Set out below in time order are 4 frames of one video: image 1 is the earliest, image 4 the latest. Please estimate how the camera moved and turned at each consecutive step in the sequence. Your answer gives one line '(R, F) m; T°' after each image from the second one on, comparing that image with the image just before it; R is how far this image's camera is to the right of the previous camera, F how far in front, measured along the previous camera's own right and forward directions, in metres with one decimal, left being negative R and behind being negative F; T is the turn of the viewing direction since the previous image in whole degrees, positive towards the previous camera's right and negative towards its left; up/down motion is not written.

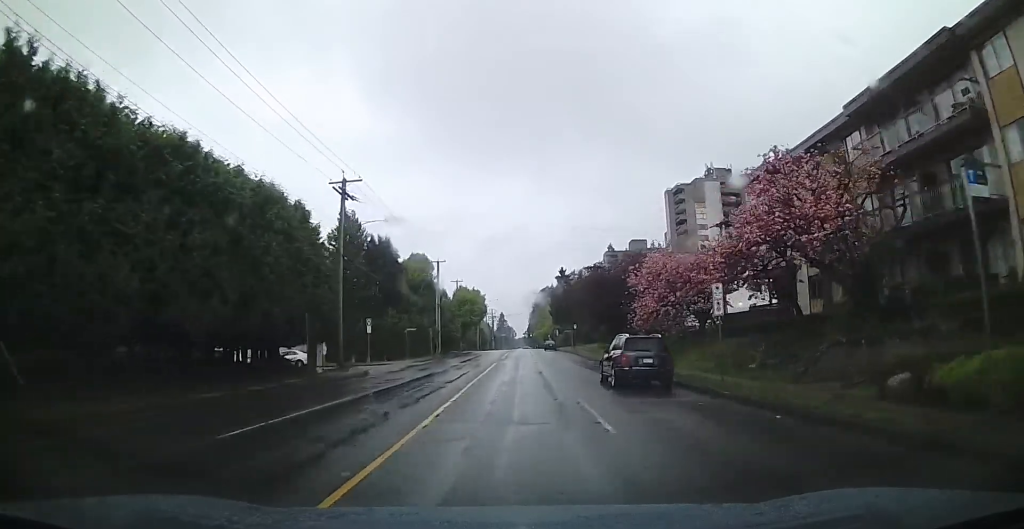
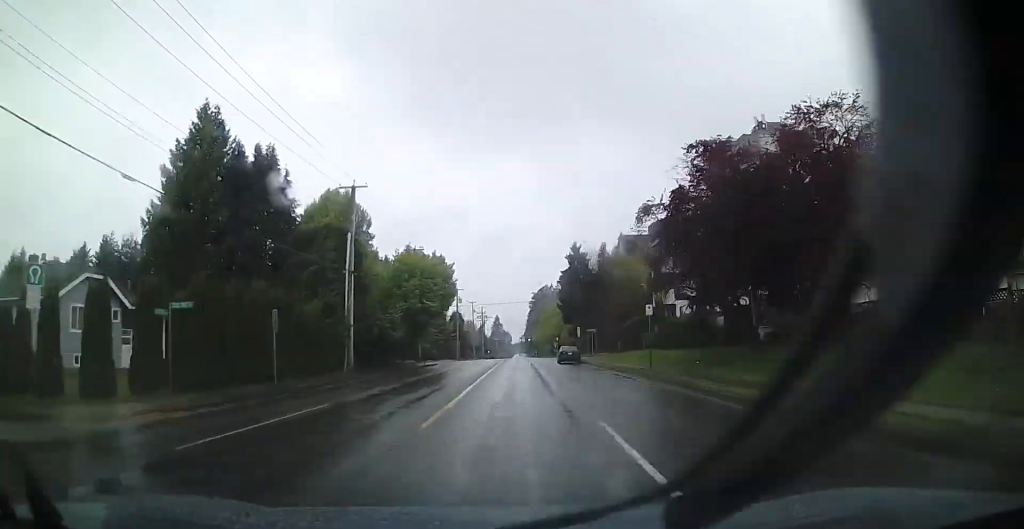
(-0.6, +37.2) m; -1°
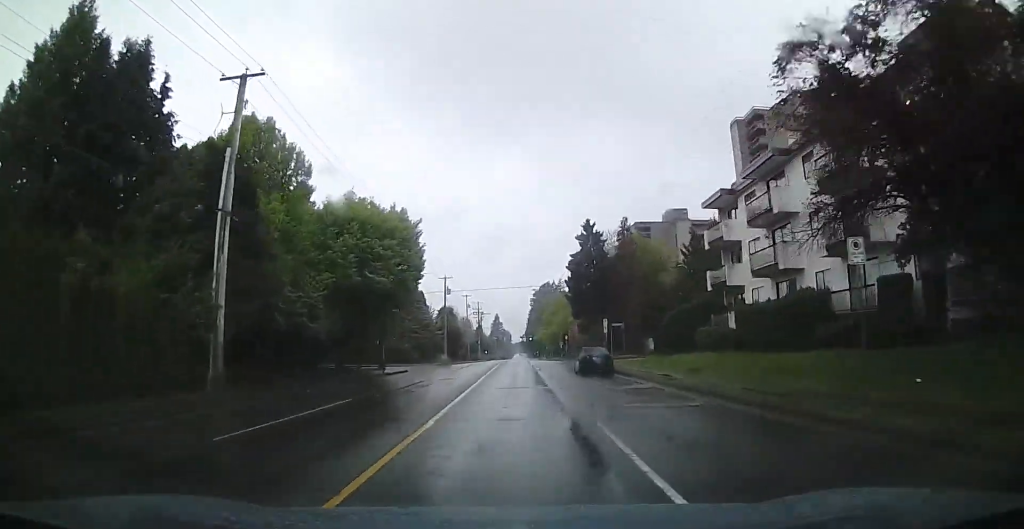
(0.0, +16.6) m; -1°
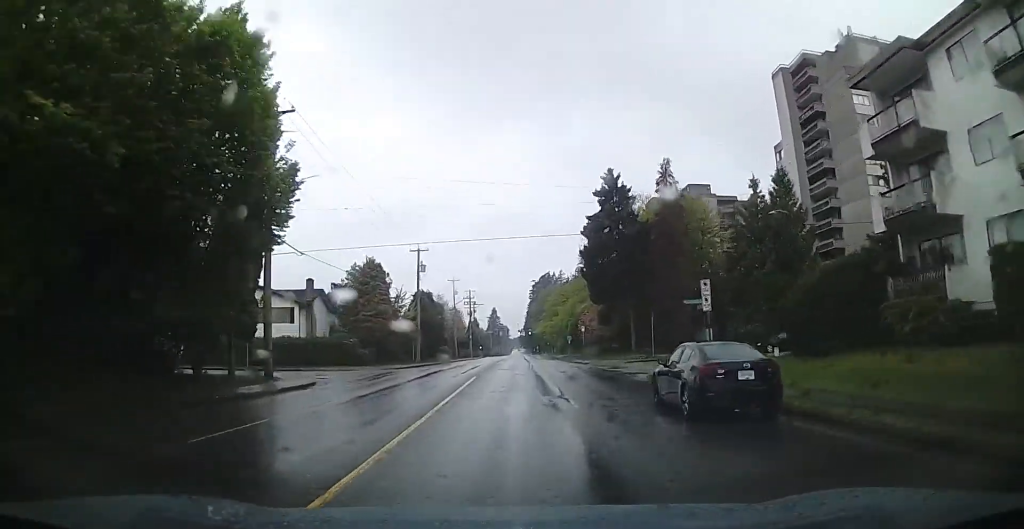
(-0.4, +20.4) m; -2°
